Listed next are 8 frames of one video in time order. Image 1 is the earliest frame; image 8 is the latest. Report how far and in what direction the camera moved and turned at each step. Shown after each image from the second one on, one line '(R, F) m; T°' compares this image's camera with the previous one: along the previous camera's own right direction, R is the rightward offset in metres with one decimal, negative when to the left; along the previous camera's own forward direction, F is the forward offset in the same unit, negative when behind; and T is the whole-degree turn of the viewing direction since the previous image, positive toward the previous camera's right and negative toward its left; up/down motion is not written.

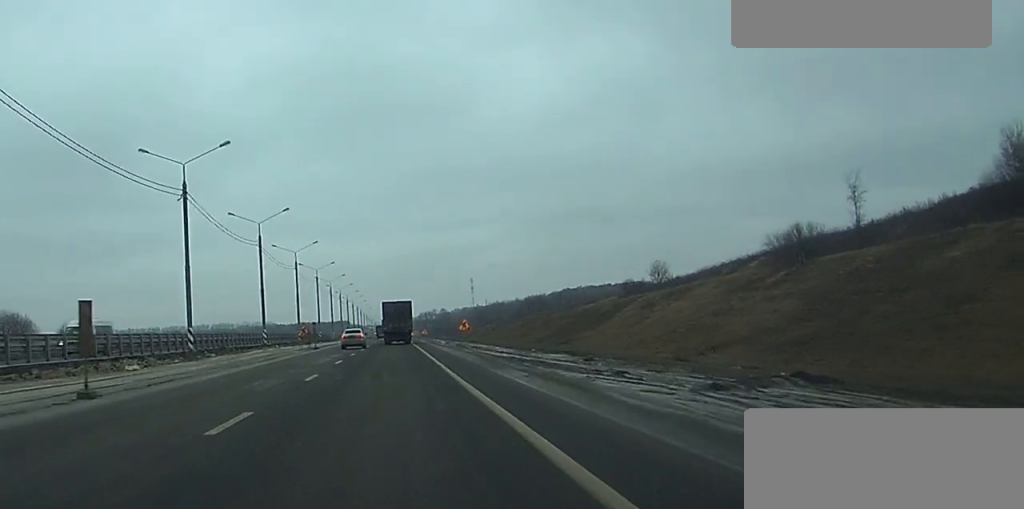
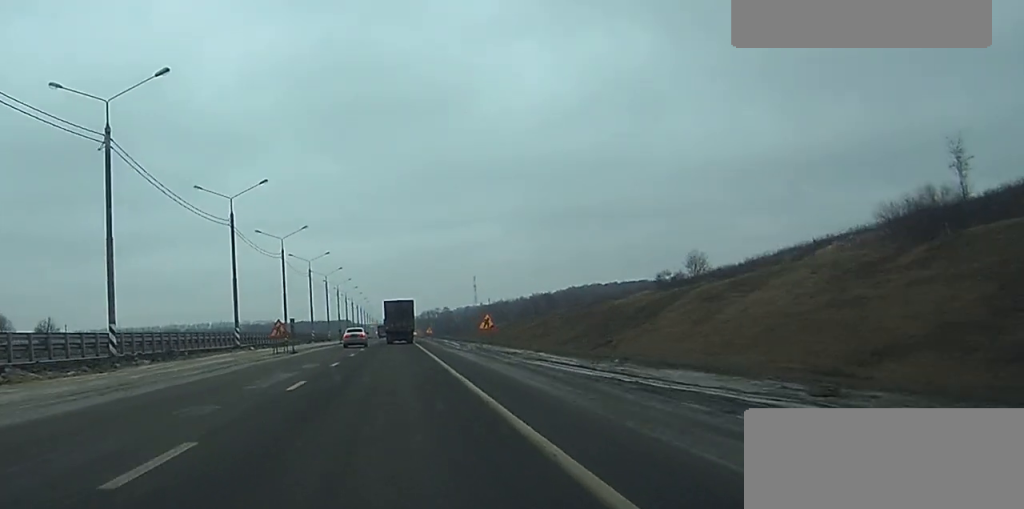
(0.0, +15.8) m; 0°
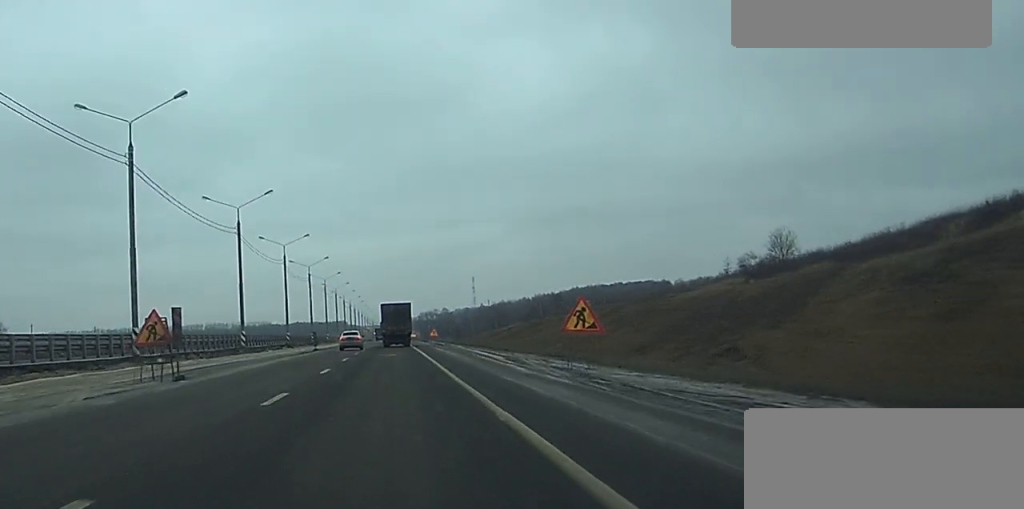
(0.0, +27.3) m; 0°
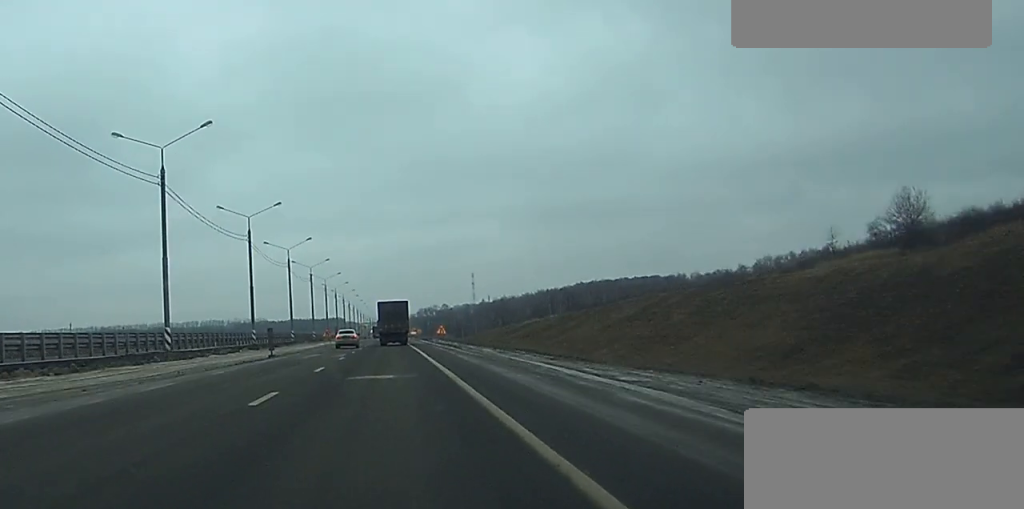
(+0.1, +24.3) m; 0°
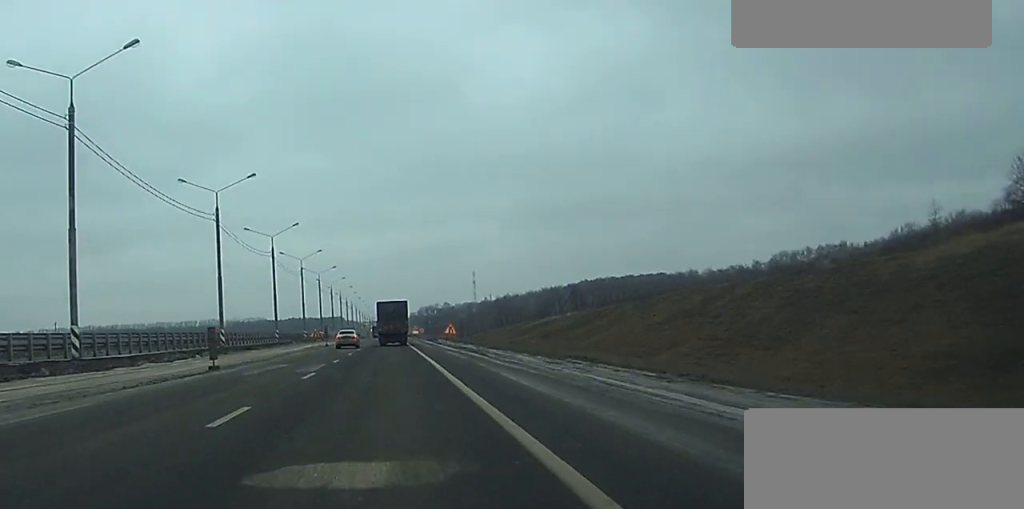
(0.0, +15.0) m; 0°
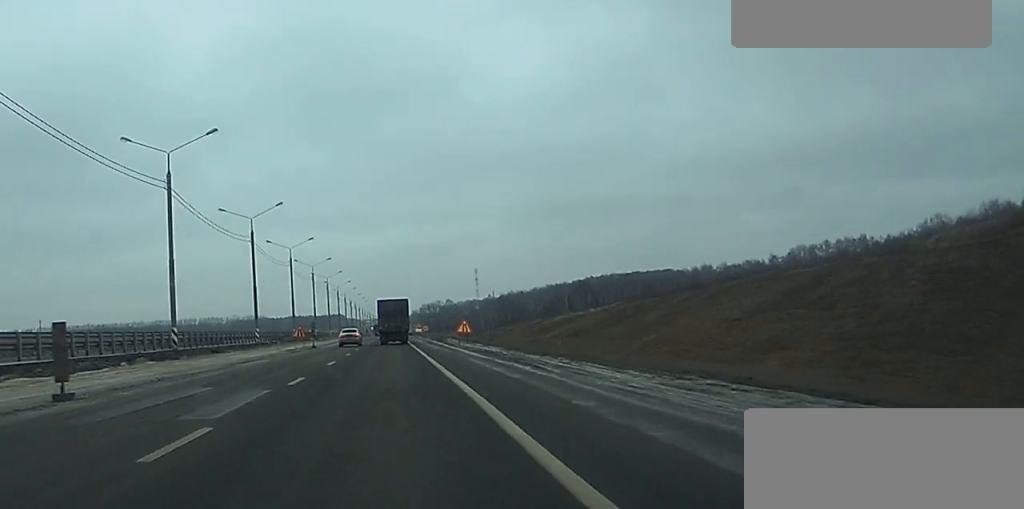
(0.0, +14.9) m; 0°
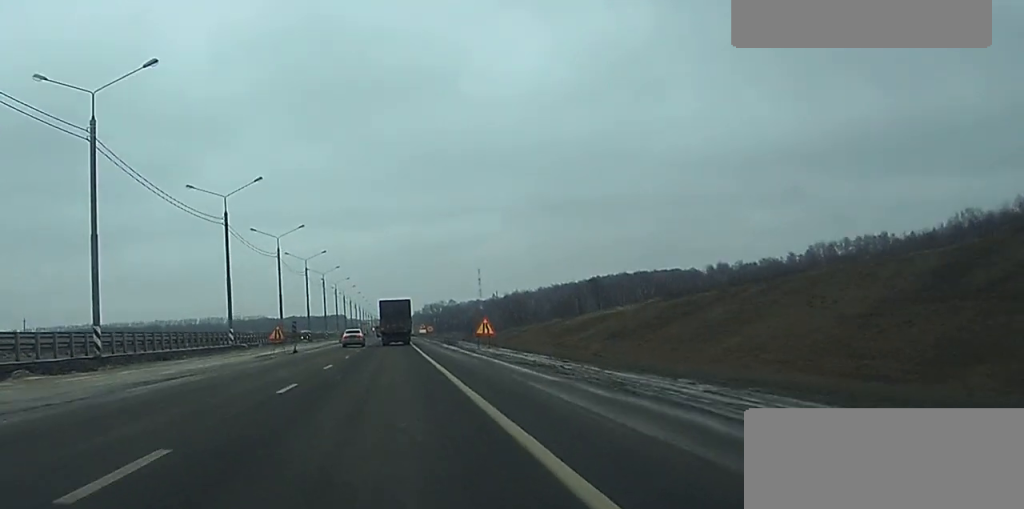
(0.0, +14.1) m; 0°
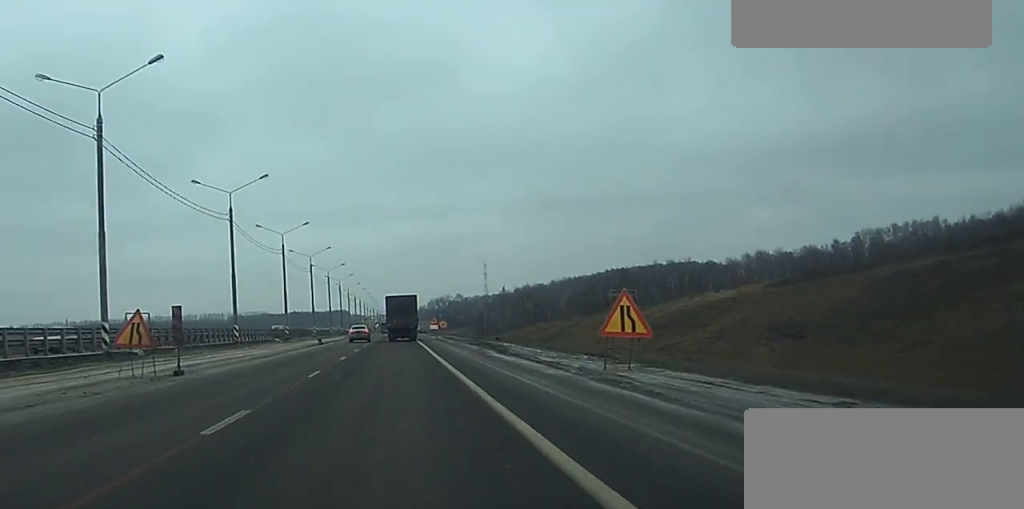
(-0.1, +31.0) m; -1°
